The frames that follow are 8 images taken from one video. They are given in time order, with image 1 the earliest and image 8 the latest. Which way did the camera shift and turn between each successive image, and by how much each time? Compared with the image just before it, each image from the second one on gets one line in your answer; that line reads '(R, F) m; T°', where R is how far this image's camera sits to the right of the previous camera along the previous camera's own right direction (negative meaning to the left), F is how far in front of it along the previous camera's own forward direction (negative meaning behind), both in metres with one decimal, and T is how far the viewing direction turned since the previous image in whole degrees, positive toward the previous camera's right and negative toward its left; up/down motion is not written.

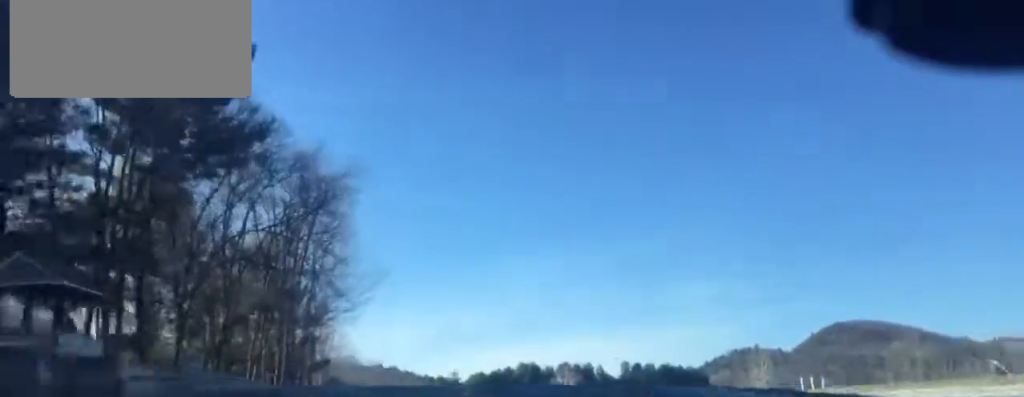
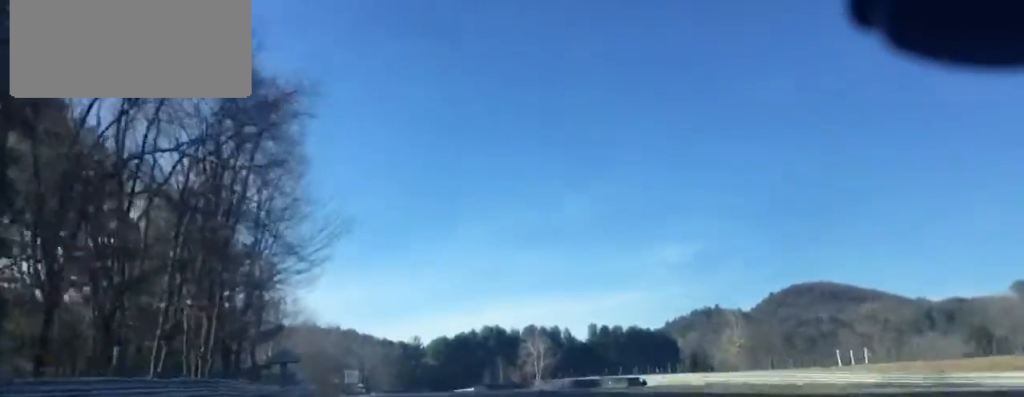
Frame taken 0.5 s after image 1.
(0.0, +14.7) m; +3°
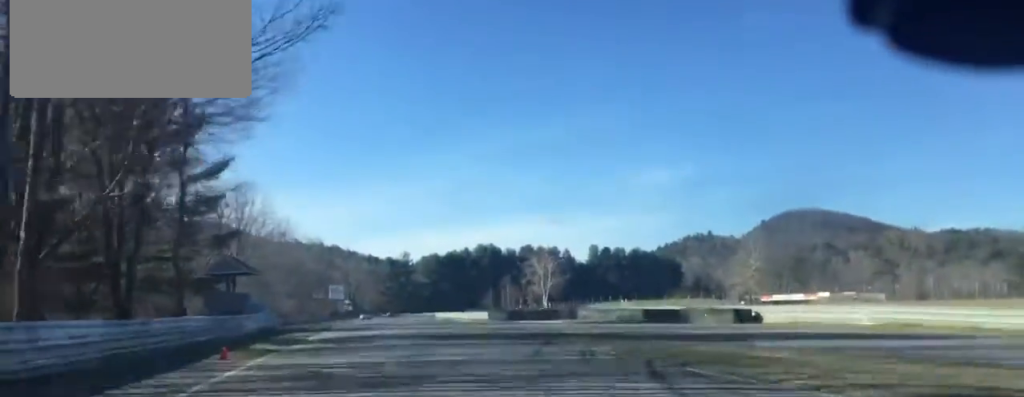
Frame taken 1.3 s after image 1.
(+1.6, +25.6) m; +4°
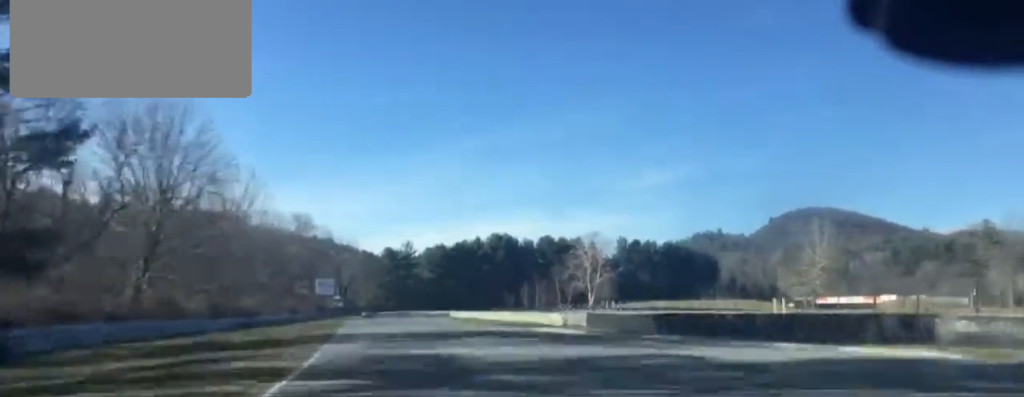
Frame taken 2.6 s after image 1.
(+1.7, +43.2) m; +4°
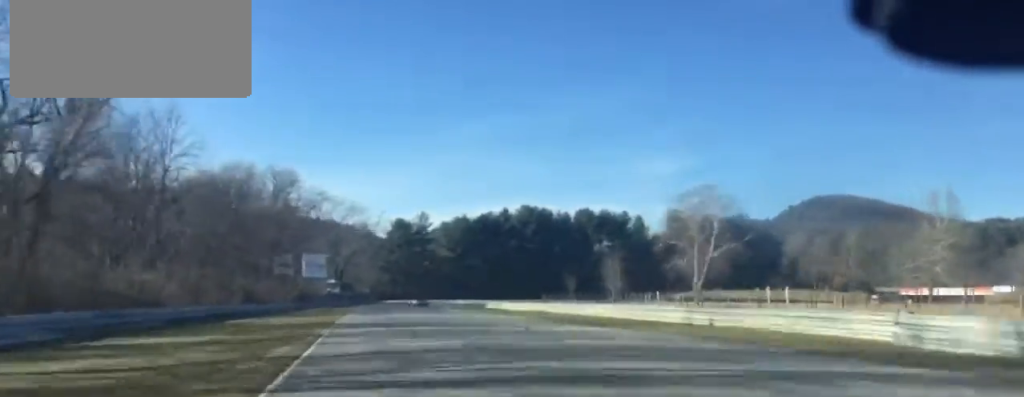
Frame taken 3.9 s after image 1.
(+1.5, +47.3) m; +2°
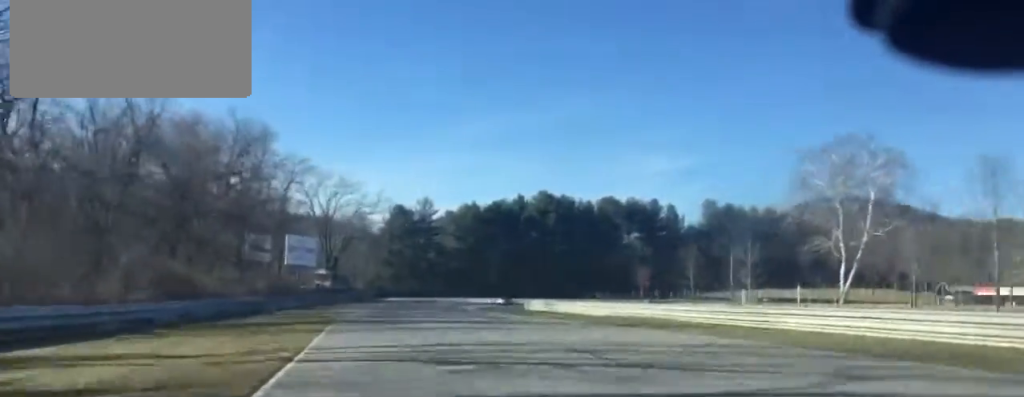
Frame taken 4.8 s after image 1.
(0.0, +32.5) m; 0°
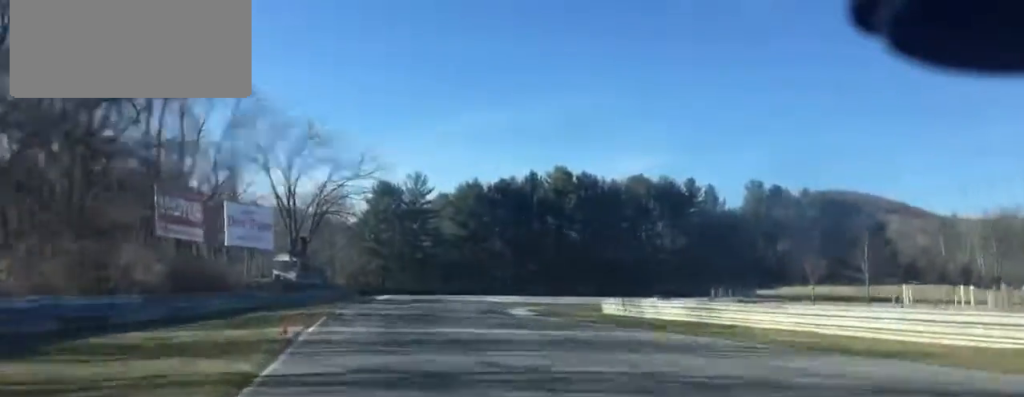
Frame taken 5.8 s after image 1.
(+0.3, +36.3) m; +2°
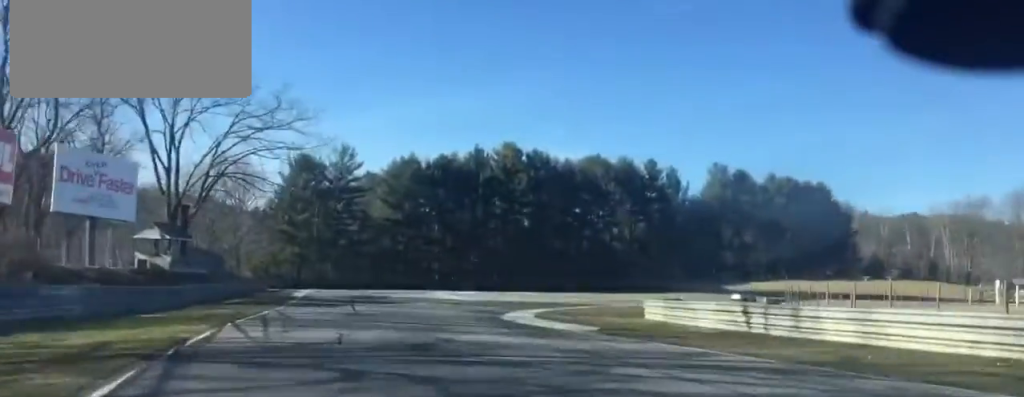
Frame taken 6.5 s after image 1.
(+0.7, +23.7) m; +2°
